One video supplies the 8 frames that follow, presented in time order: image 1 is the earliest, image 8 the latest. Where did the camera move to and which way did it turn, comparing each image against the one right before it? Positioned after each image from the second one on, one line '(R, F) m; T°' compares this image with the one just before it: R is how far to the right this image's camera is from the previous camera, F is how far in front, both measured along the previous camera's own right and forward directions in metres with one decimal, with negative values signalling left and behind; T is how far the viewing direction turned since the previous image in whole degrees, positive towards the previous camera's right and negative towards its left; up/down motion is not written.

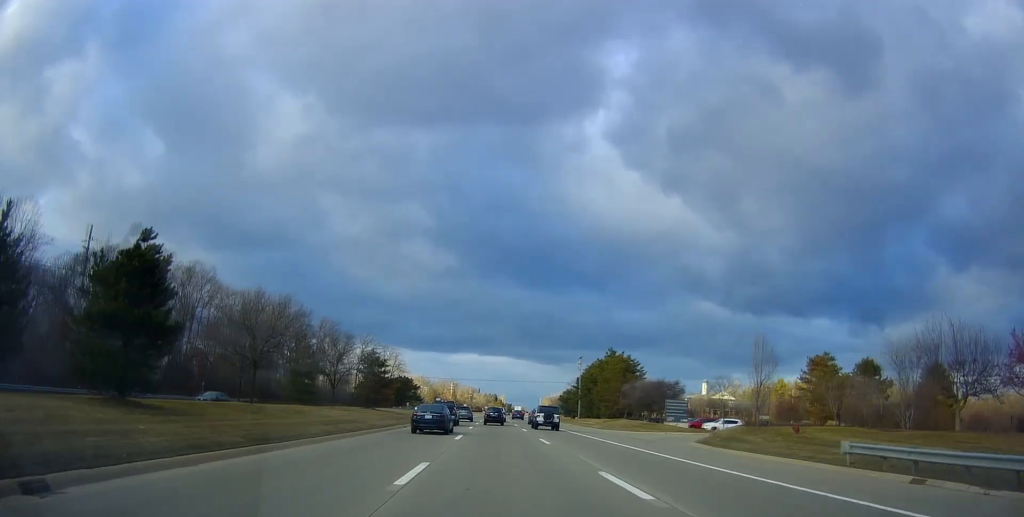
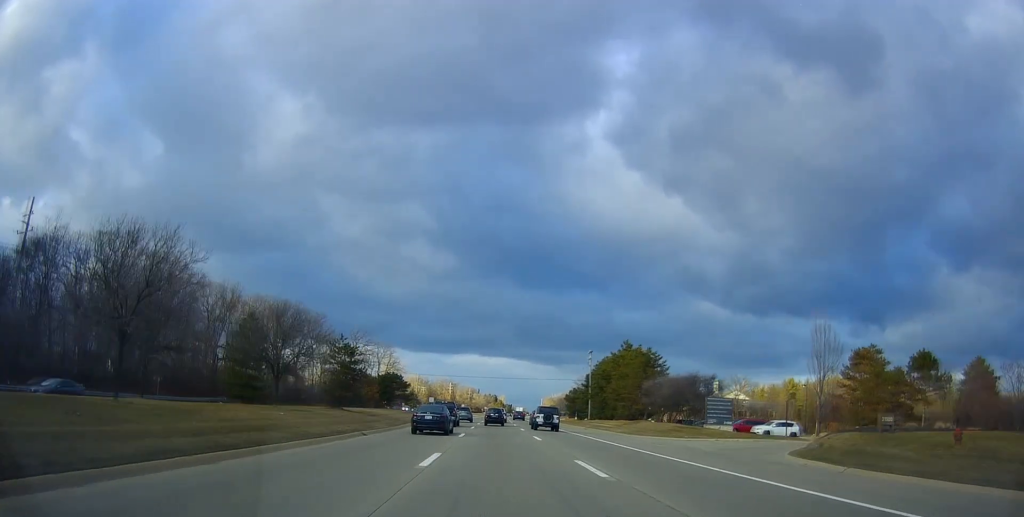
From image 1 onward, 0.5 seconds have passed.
(-0.1, +12.2) m; +1°
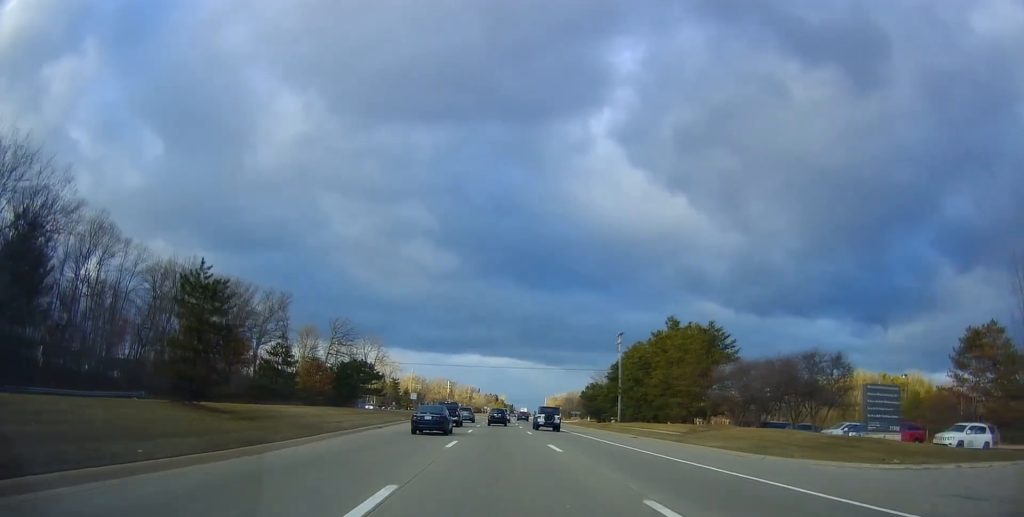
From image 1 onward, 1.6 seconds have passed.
(+0.6, +23.5) m; +1°
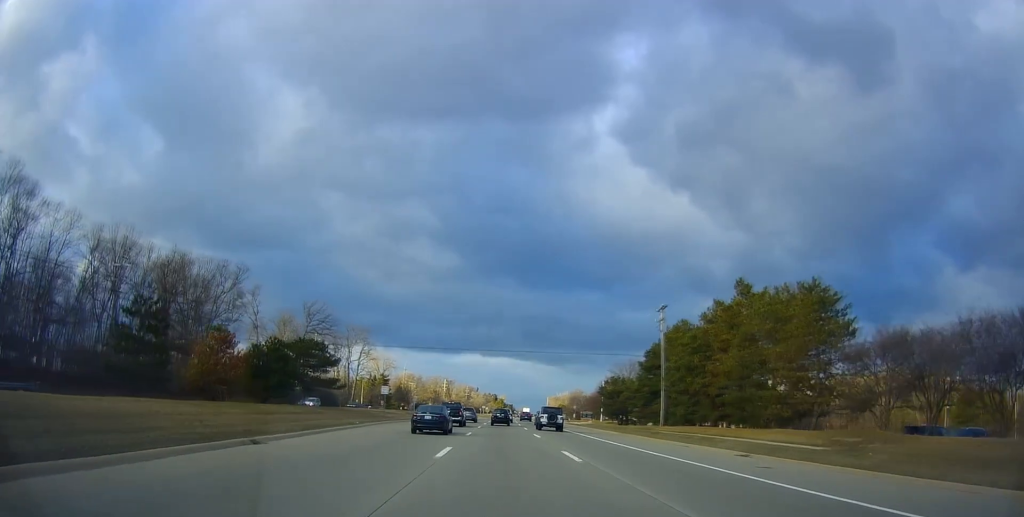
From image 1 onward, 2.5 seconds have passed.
(-0.3, +20.2) m; 0°
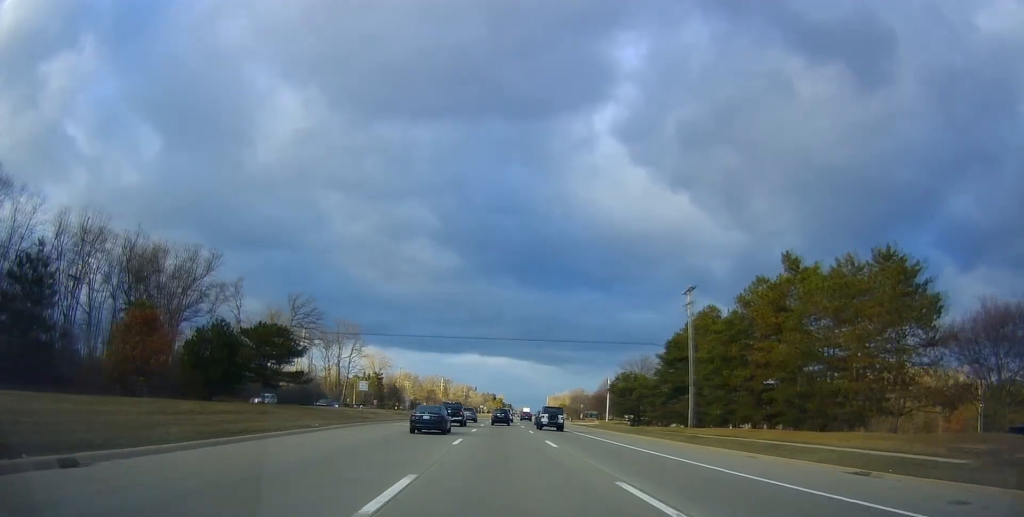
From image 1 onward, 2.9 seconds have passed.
(+0.1, +8.9) m; 0°
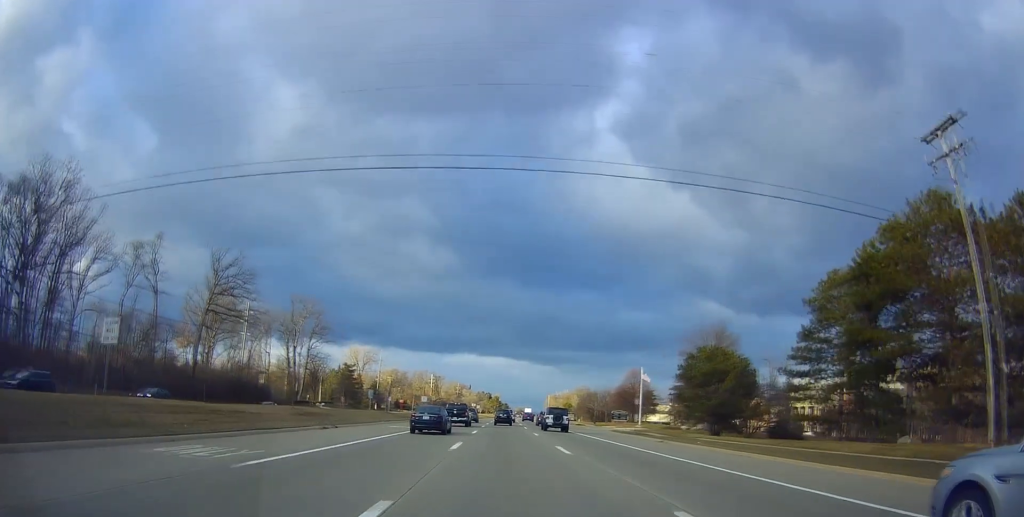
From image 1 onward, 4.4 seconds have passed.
(+0.2, +33.5) m; -2°
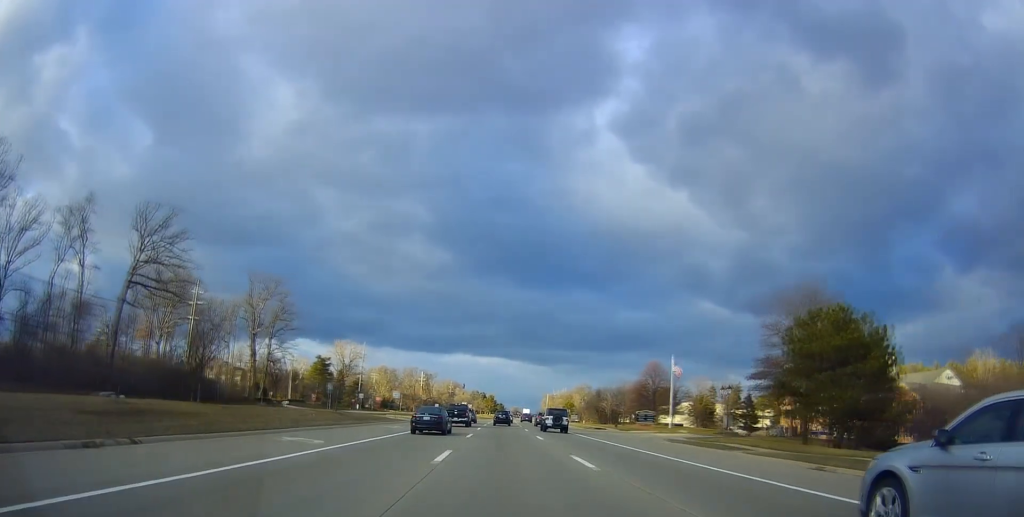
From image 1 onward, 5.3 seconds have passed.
(-0.7, +20.1) m; +1°
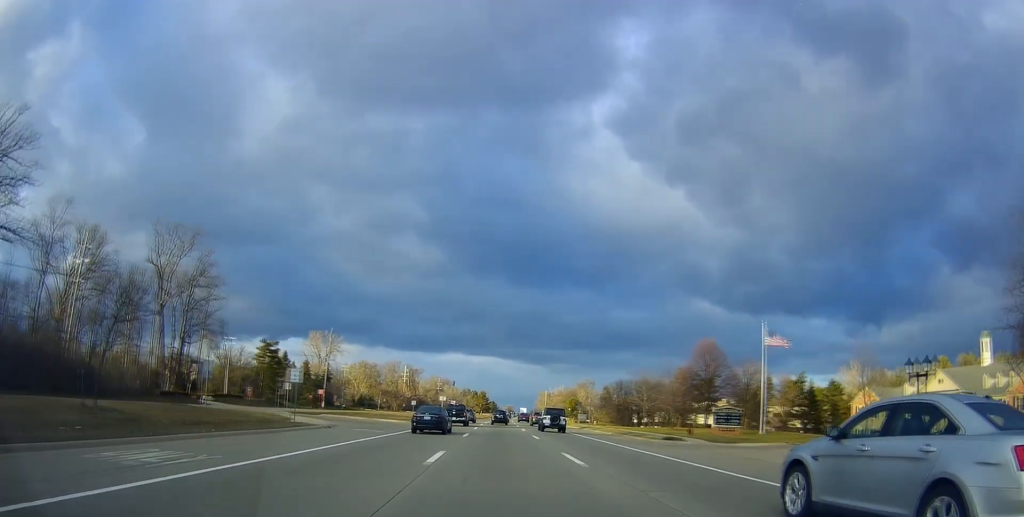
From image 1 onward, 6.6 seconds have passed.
(+1.5, +30.4) m; +3°
